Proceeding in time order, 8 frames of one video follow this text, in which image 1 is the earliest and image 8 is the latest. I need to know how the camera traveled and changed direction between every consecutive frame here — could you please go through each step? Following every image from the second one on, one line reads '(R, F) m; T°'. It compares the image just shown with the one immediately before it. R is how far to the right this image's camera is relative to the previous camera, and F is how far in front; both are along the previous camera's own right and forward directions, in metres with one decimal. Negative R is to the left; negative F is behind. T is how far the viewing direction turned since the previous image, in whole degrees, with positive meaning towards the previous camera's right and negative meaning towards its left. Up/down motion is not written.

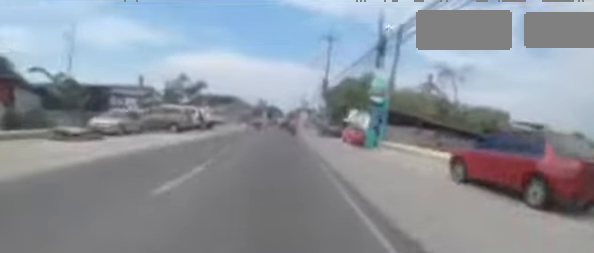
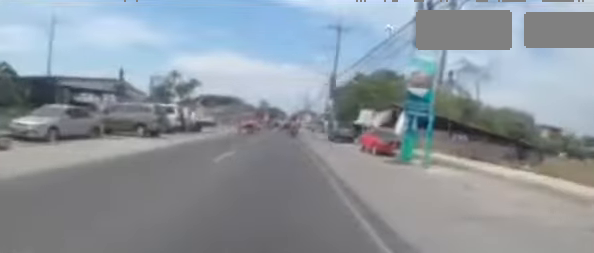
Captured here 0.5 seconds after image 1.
(0.0, +5.2) m; -1°
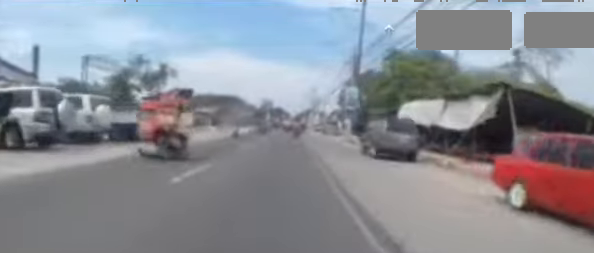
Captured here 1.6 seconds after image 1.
(-0.4, +11.7) m; 0°
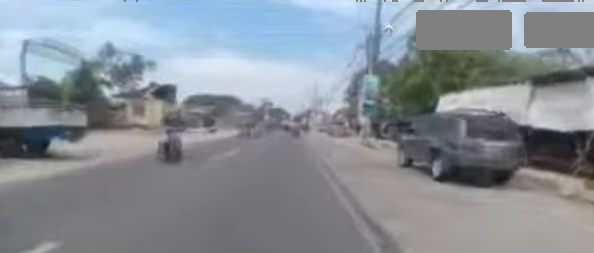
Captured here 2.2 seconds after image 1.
(+0.3, +6.0) m; 0°
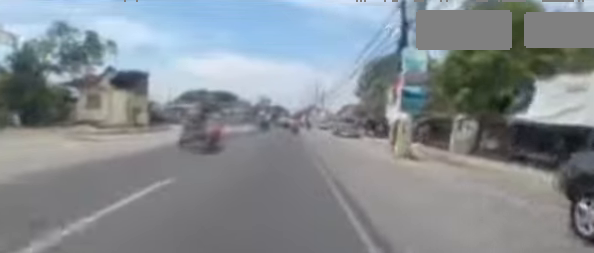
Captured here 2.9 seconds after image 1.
(-0.1, +6.8) m; 0°
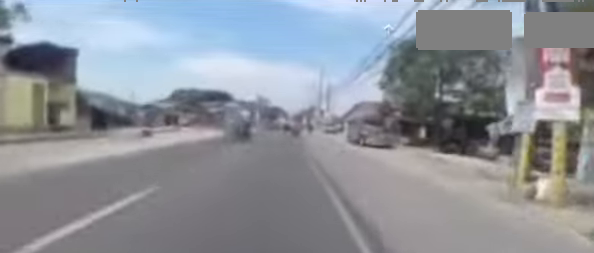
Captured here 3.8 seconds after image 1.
(-0.1, +9.2) m; +1°
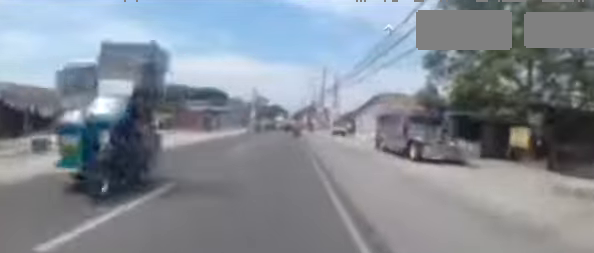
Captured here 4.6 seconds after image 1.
(+0.3, +8.2) m; +2°
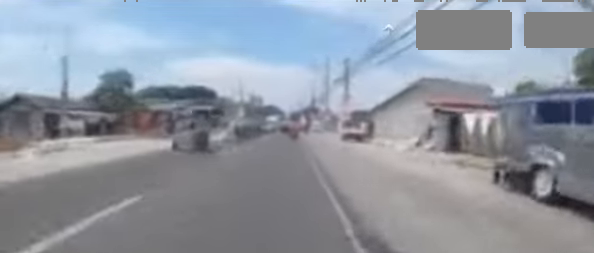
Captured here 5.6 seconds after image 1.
(+0.1, +9.6) m; 0°
